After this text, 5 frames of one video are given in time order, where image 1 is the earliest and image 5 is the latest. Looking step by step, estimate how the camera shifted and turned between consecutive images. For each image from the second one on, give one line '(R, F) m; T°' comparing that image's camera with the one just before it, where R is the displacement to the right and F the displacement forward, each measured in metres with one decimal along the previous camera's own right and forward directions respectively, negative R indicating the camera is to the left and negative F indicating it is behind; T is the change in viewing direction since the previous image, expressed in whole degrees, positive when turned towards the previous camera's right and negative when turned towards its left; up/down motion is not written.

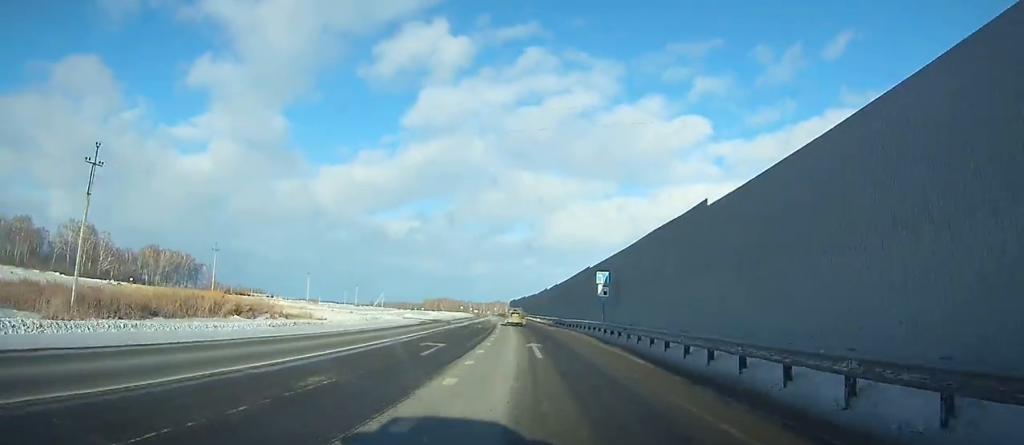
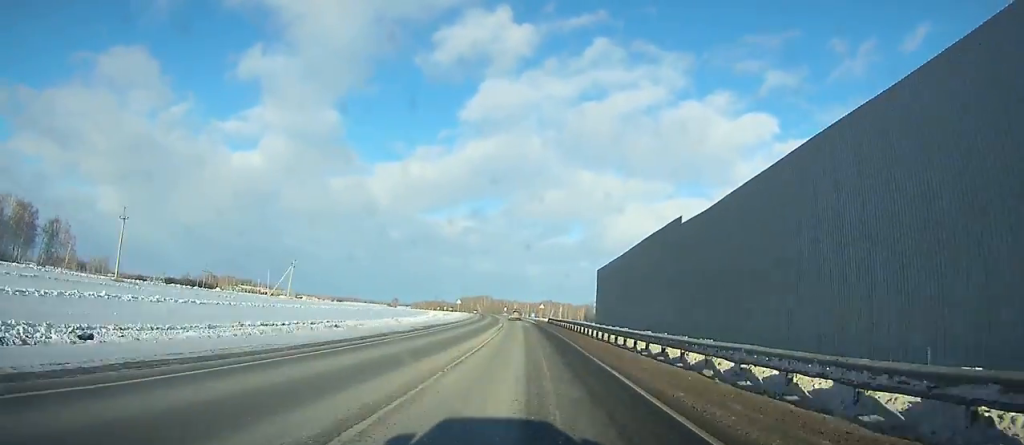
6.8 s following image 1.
(-6.0, +156.1) m; -4°
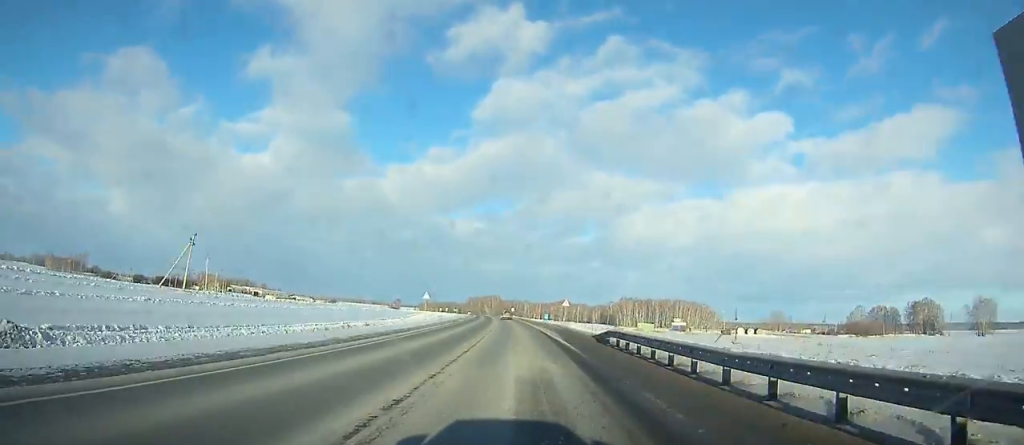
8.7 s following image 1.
(-0.2, +45.0) m; -1°
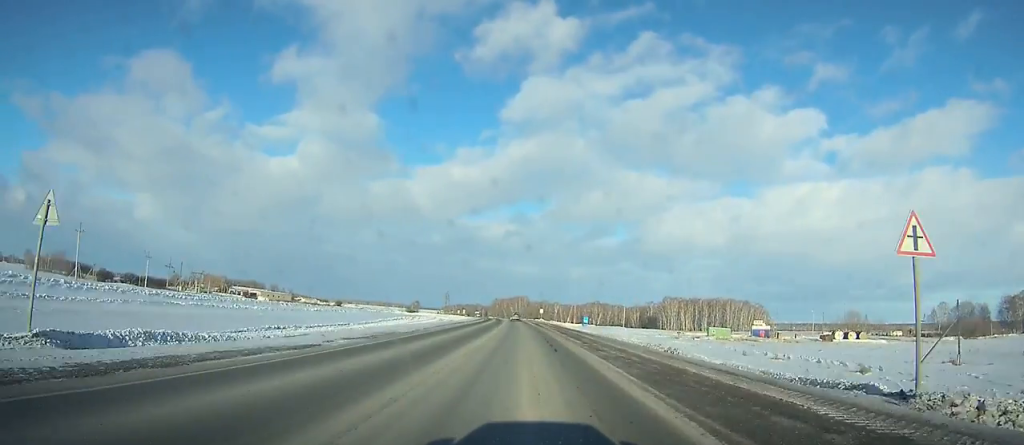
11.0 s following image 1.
(-0.8, +55.5) m; -2°
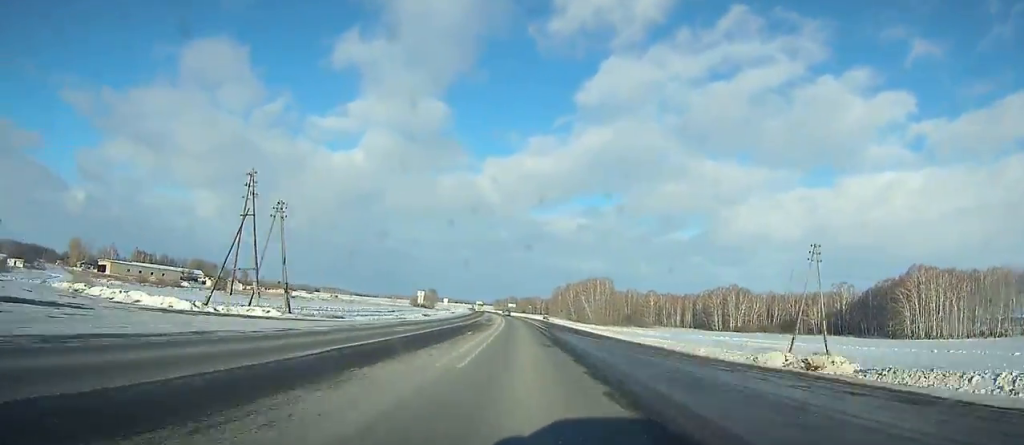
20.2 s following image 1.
(-11.0, +229.5) m; -6°
